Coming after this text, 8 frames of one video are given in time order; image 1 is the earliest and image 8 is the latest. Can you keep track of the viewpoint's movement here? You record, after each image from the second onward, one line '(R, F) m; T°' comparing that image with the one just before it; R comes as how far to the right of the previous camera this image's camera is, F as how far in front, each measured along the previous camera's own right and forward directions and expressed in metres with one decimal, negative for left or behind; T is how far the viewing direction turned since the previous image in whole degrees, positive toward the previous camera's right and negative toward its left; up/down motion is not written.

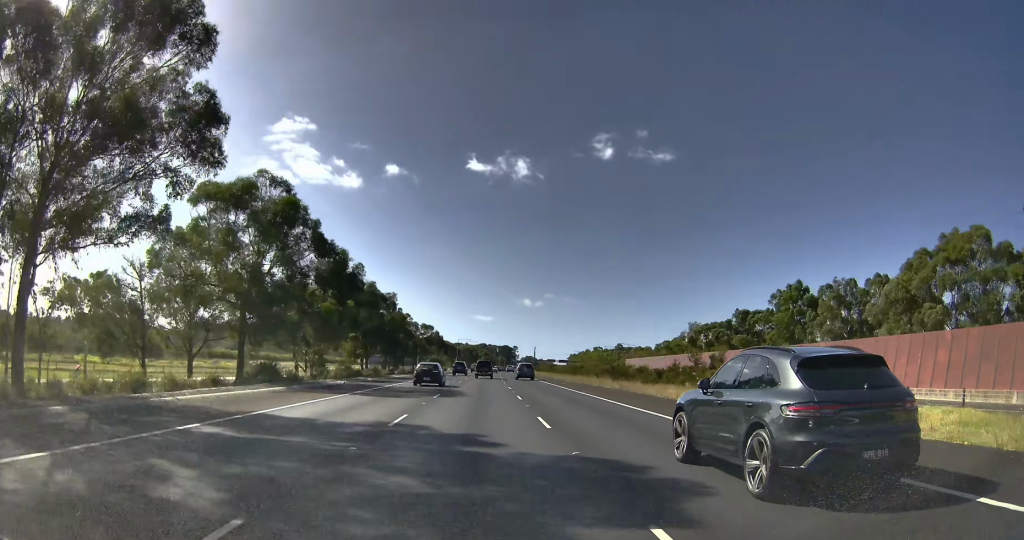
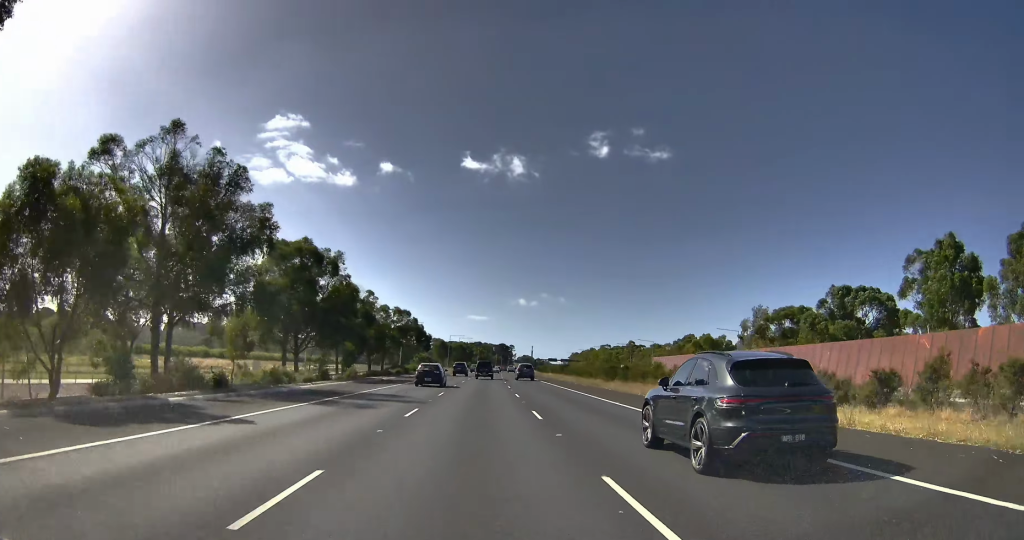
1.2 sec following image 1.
(-0.2, +39.1) m; 0°
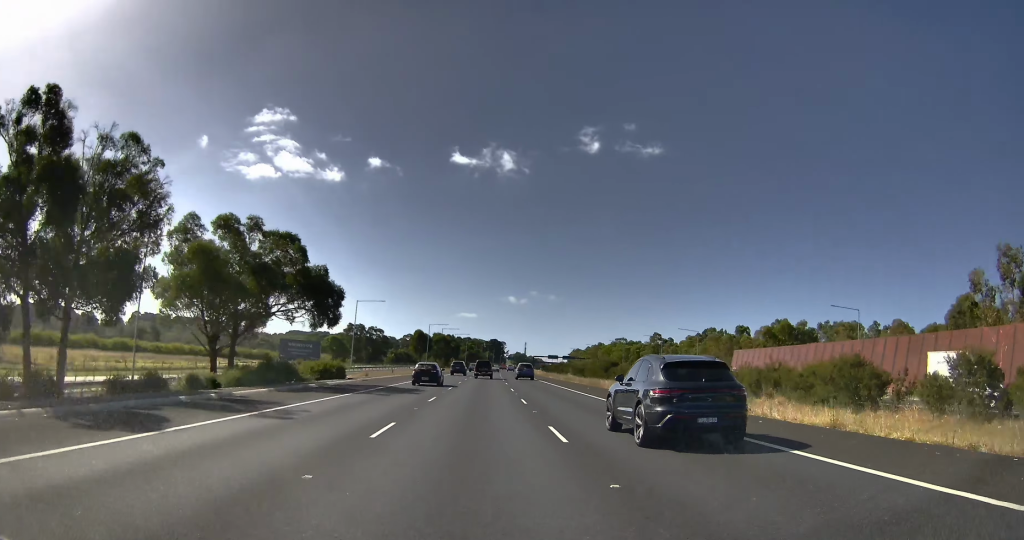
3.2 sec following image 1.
(-0.3, +67.0) m; -1°
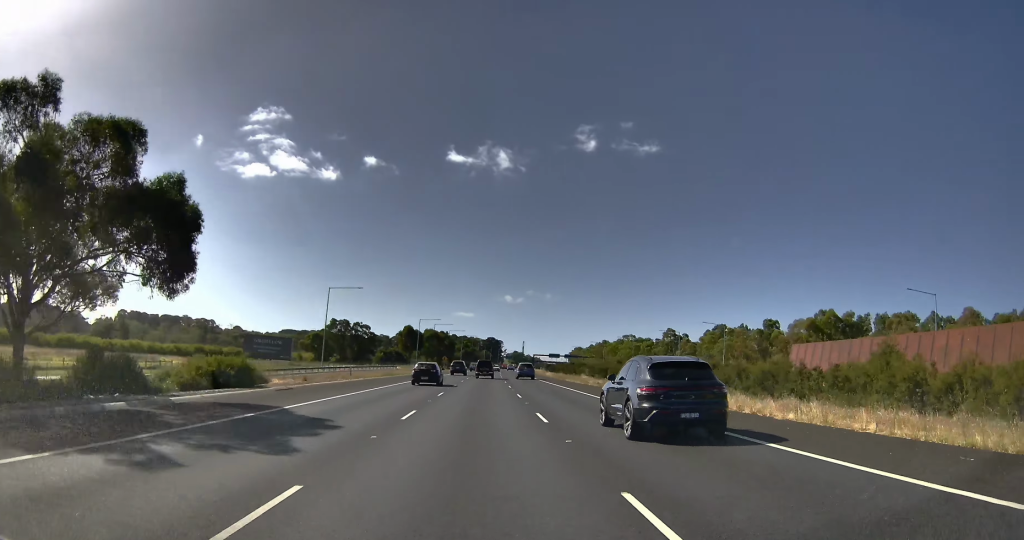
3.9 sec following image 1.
(-0.1, +23.0) m; 0°
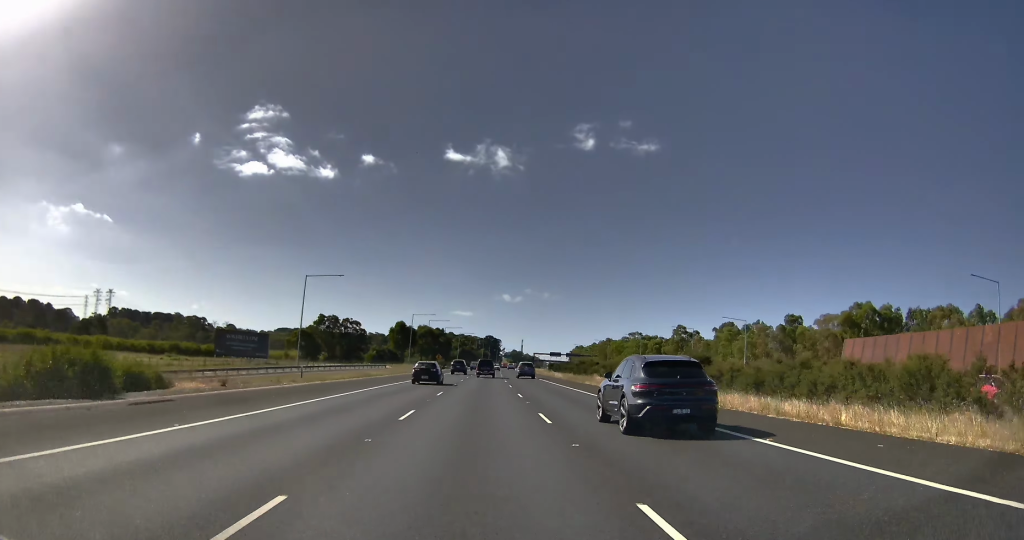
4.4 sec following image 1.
(0.0, +14.2) m; 0°
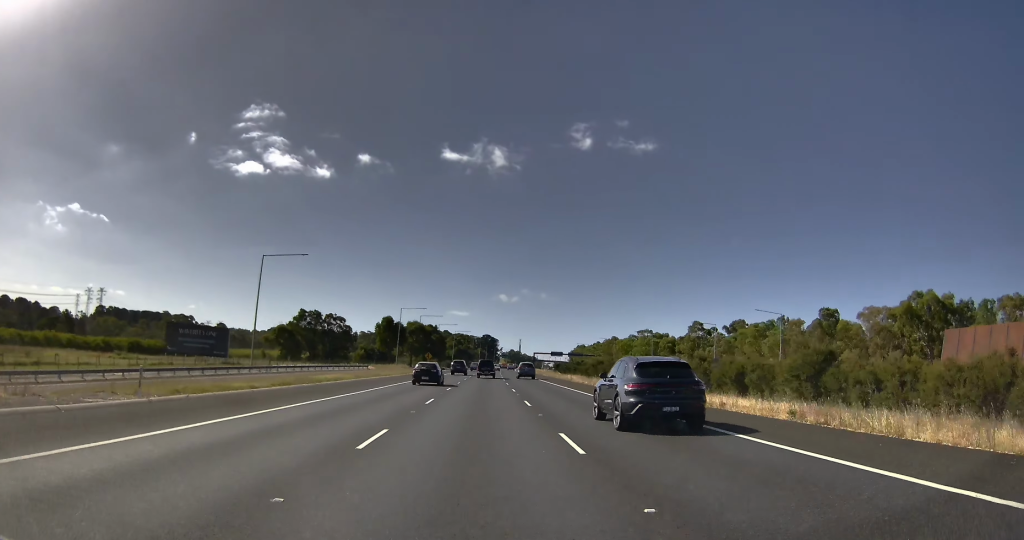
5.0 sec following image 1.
(-0.1, +18.4) m; -1°
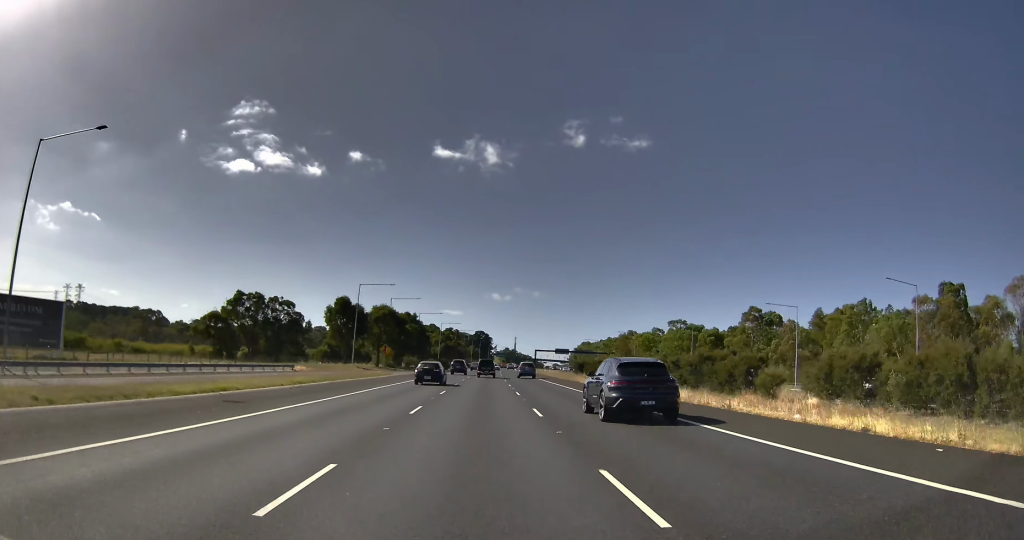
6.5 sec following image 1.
(-1.0, +42.1) m; -1°
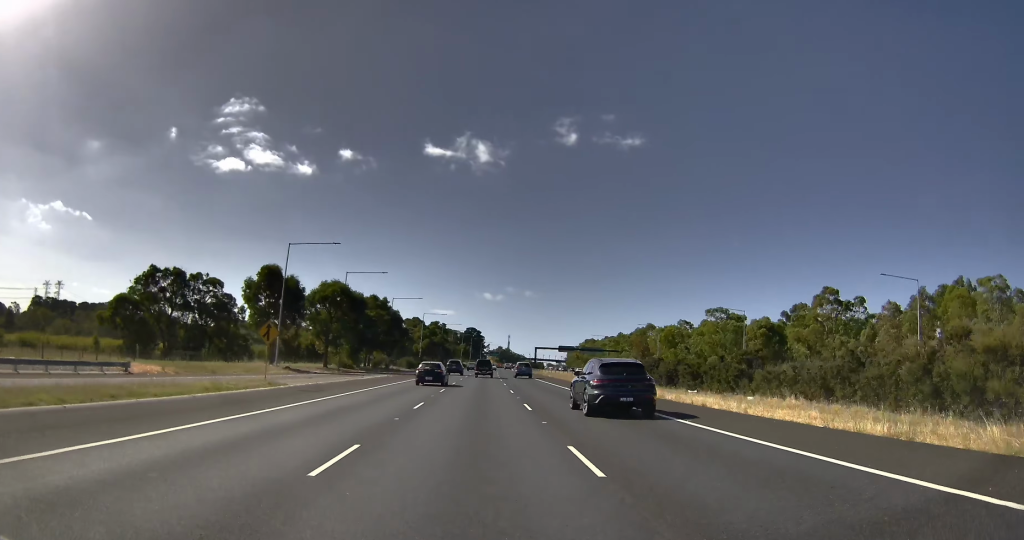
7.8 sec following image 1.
(+1.0, +33.1) m; +1°
